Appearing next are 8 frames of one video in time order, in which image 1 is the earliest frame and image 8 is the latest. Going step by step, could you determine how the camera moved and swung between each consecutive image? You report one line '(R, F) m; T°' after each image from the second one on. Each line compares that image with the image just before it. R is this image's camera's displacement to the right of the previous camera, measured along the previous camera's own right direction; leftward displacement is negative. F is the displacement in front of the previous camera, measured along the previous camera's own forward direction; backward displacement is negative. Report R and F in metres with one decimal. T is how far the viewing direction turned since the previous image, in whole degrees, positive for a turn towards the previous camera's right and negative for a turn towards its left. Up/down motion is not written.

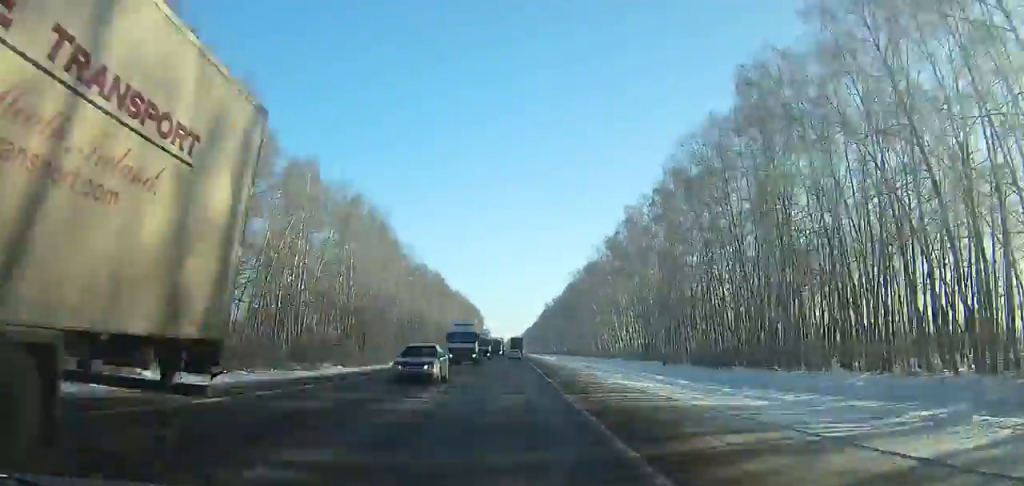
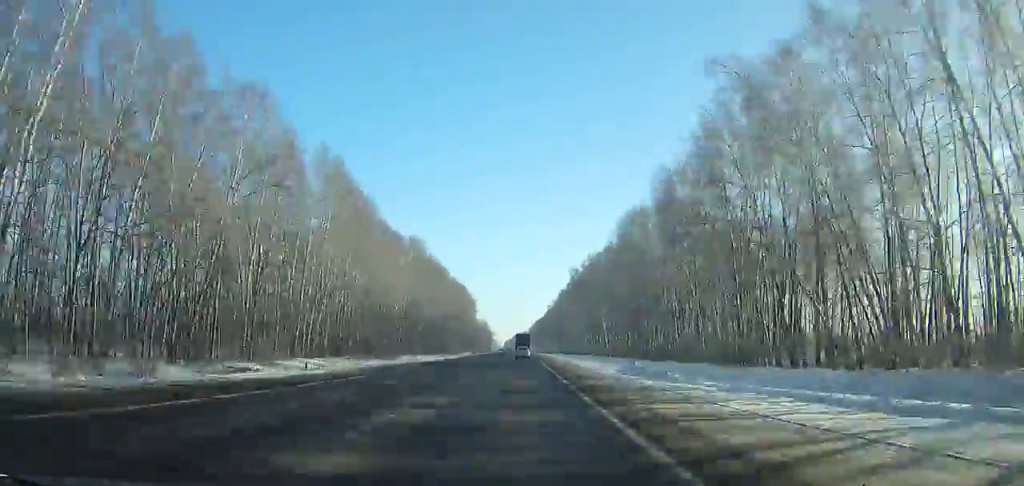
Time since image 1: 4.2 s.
(-0.6, +112.9) m; 0°
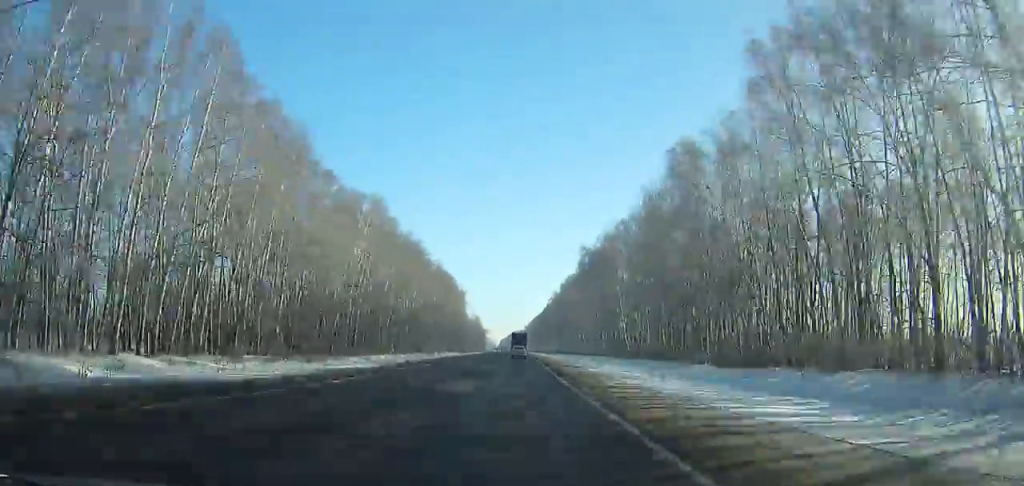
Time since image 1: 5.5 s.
(+0.1, +33.9) m; 0°
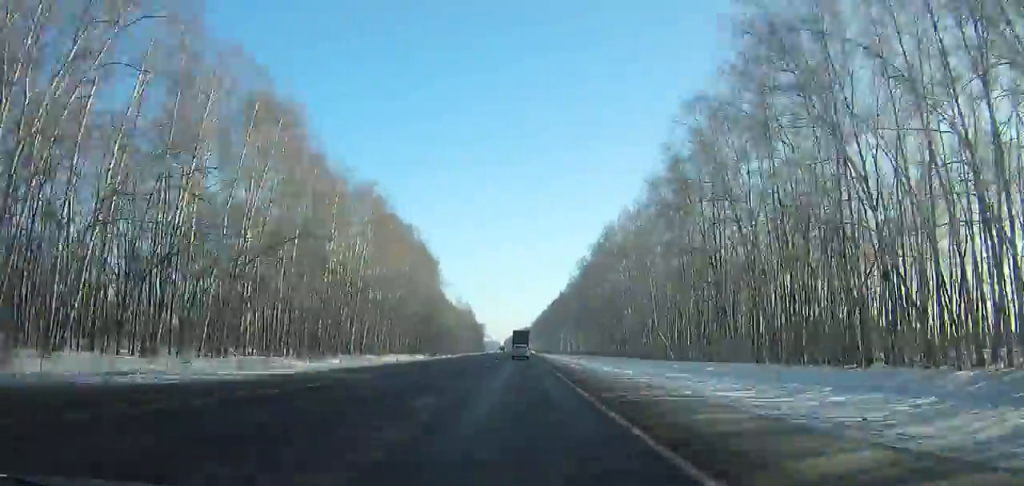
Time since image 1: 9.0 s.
(+0.1, +90.0) m; 0°
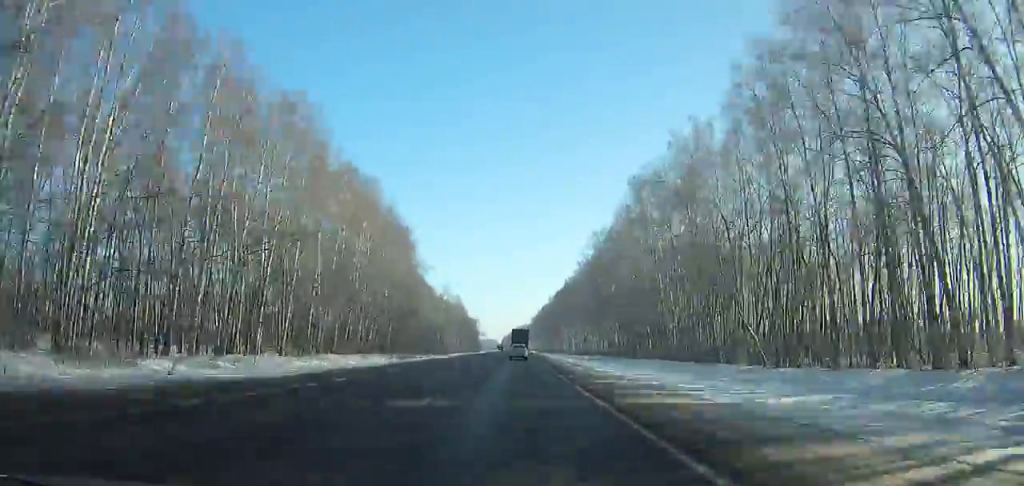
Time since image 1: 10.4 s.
(0.0, +35.2) m; 0°
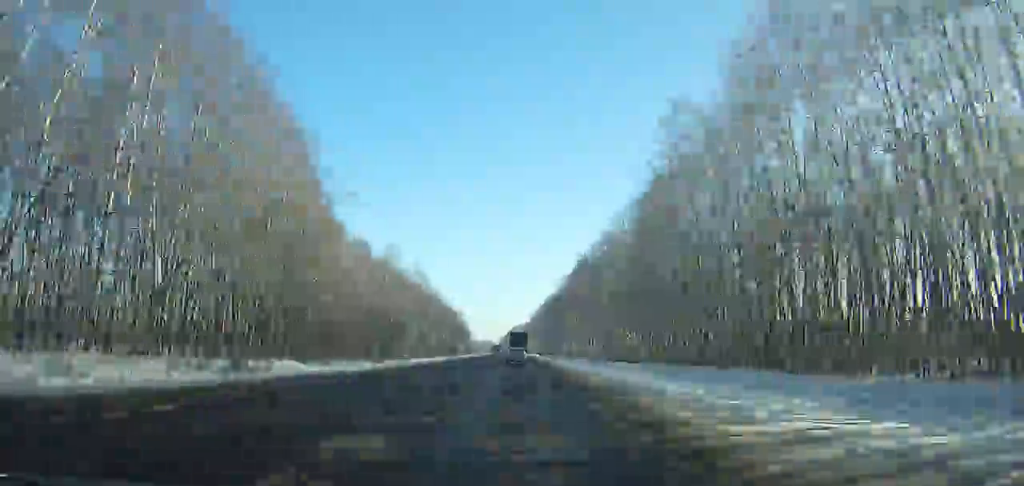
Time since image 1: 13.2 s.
(-0.1, +69.0) m; 0°
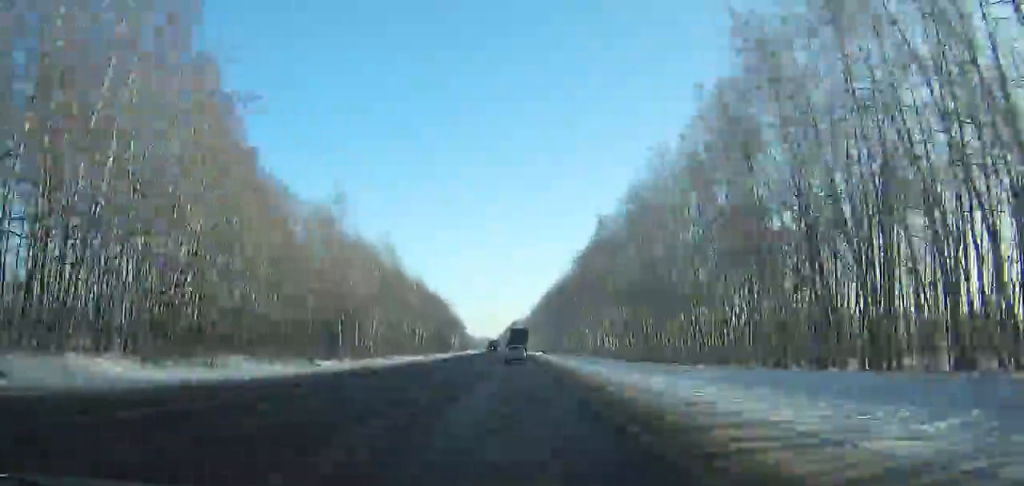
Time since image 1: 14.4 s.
(-0.1, +28.9) m; 0°
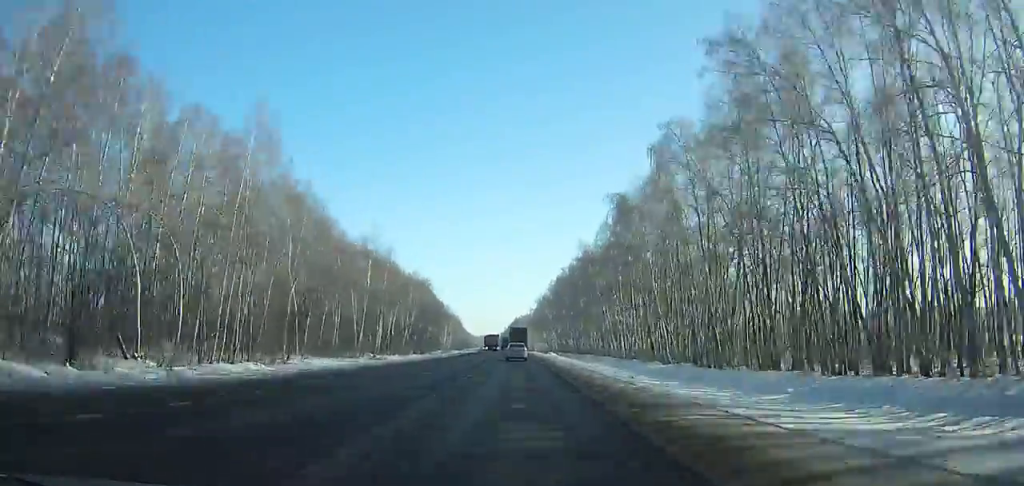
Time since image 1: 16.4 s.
(-0.1, +47.9) m; 0°
